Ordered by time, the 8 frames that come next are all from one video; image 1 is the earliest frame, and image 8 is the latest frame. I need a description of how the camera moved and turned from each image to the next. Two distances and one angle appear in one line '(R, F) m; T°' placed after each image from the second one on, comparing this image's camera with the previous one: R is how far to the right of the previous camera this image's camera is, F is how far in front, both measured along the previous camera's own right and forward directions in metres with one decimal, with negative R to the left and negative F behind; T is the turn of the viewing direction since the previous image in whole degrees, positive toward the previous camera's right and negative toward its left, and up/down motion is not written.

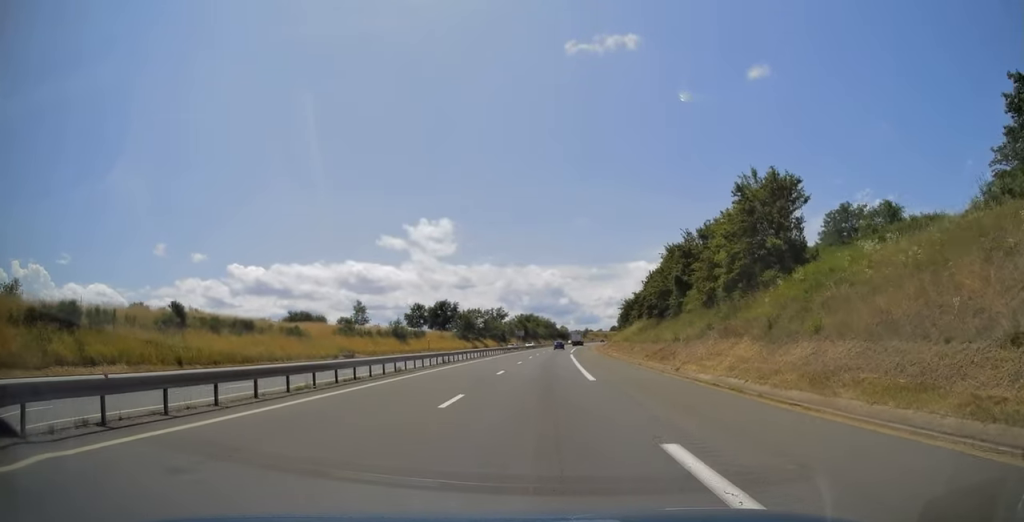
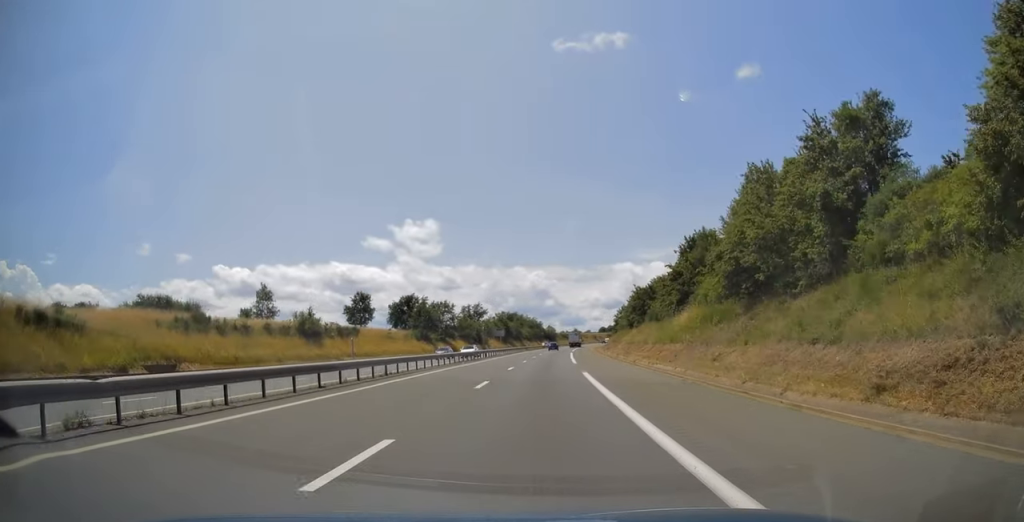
(+0.1, +33.3) m; 0°
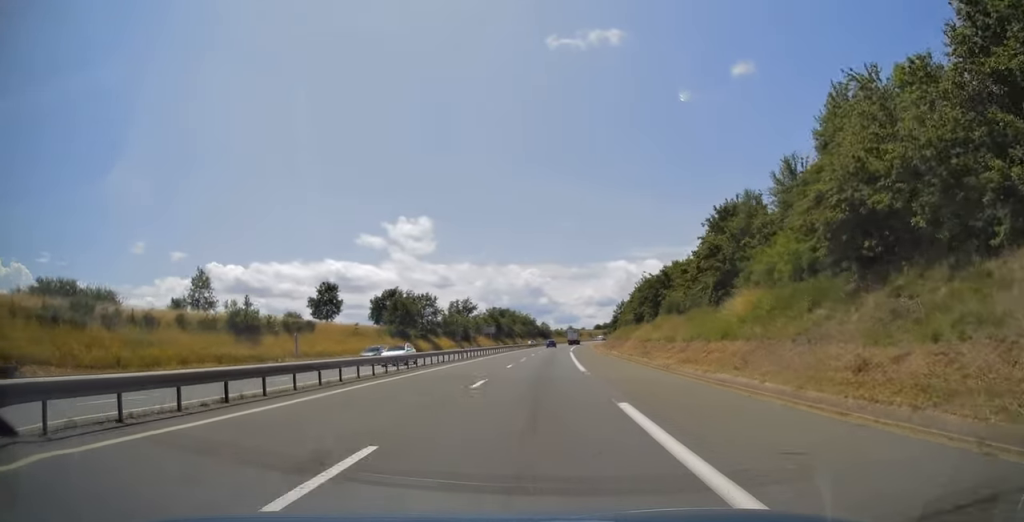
(0.0, +13.8) m; 0°
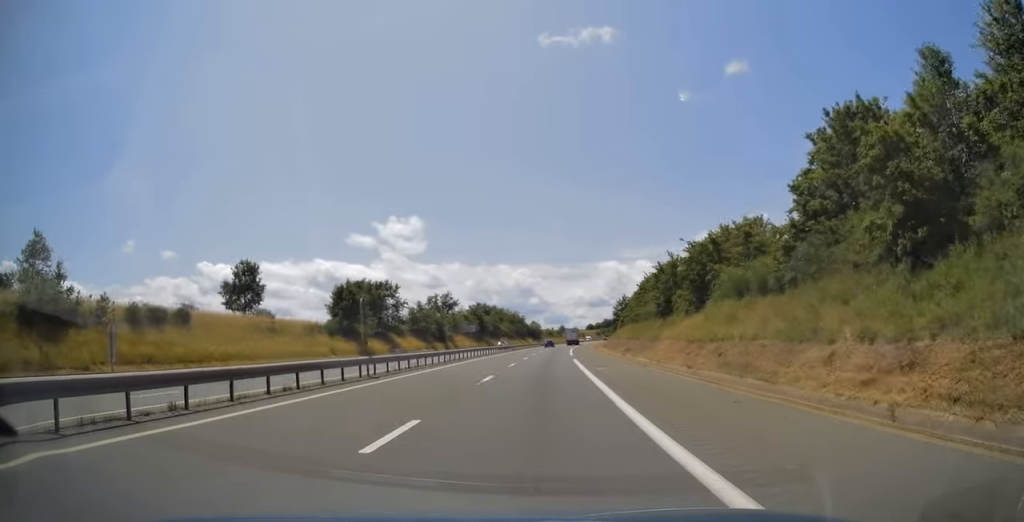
(+0.2, +23.6) m; +1°
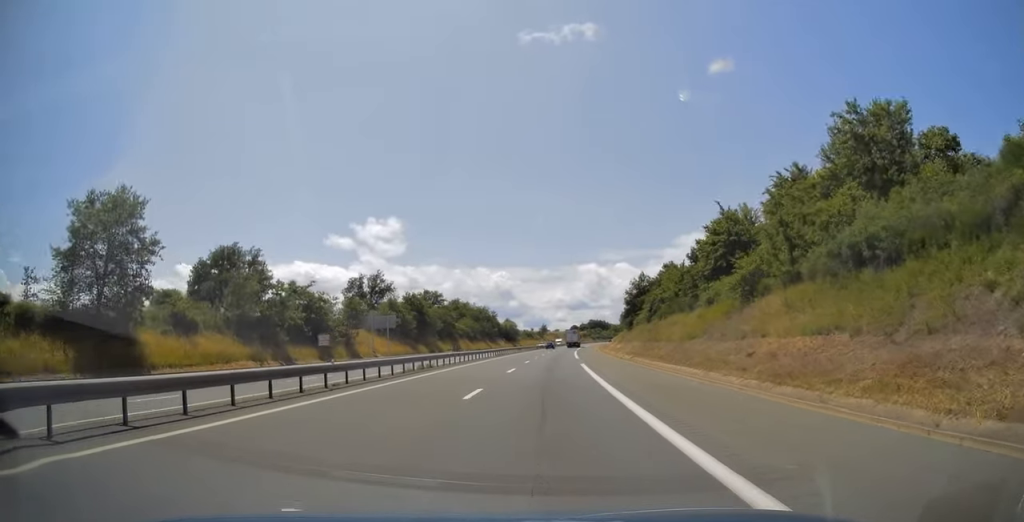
(+1.0, +57.9) m; +2°
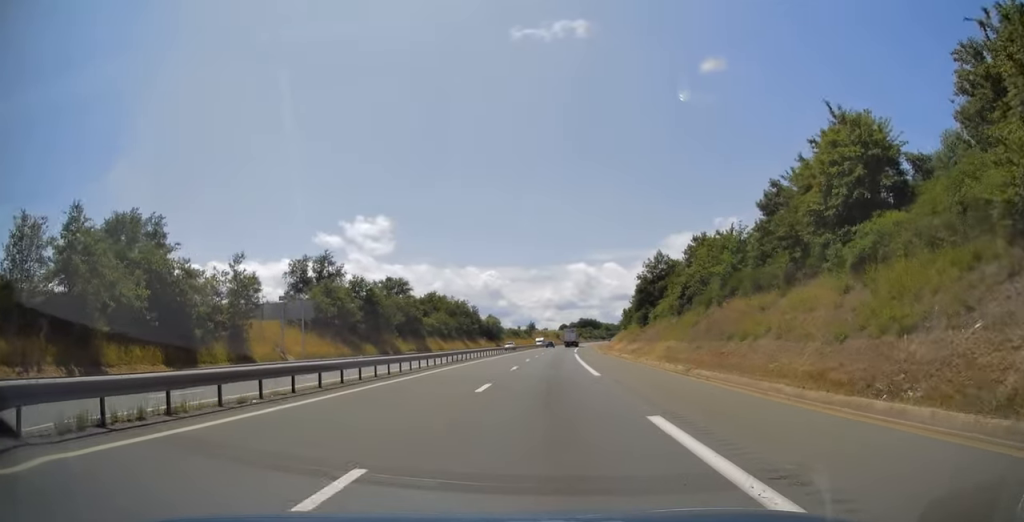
(+0.3, +24.6) m; +1°
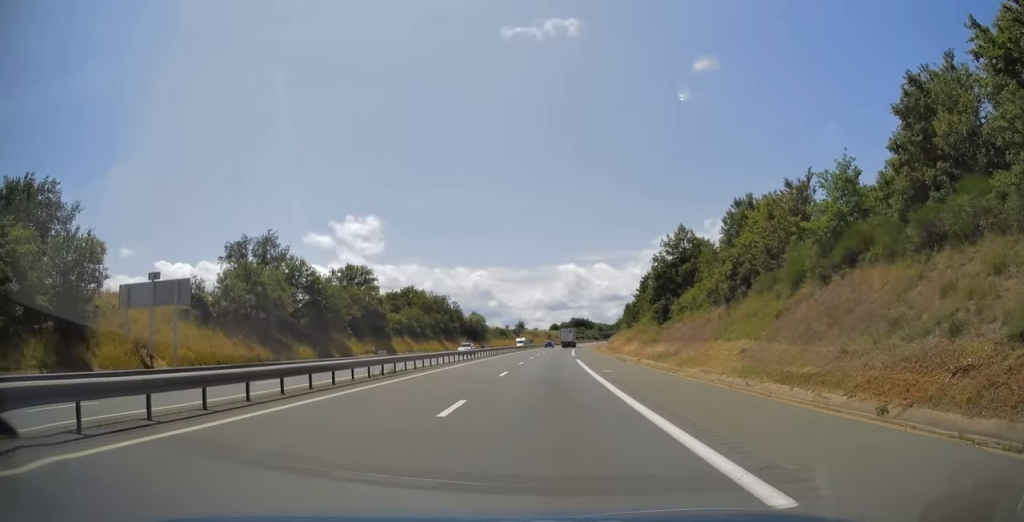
(+0.2, +18.4) m; +1°
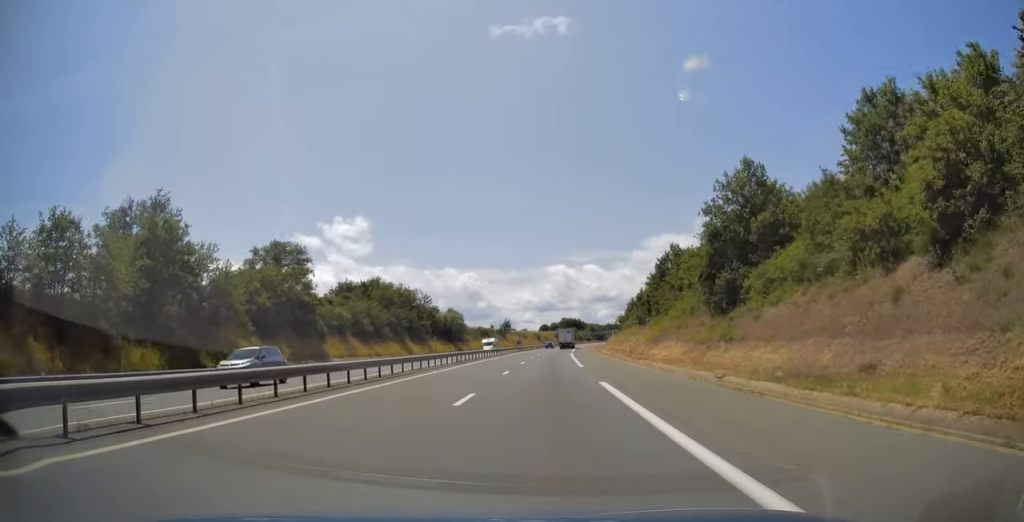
(+0.1, +24.1) m; +1°
